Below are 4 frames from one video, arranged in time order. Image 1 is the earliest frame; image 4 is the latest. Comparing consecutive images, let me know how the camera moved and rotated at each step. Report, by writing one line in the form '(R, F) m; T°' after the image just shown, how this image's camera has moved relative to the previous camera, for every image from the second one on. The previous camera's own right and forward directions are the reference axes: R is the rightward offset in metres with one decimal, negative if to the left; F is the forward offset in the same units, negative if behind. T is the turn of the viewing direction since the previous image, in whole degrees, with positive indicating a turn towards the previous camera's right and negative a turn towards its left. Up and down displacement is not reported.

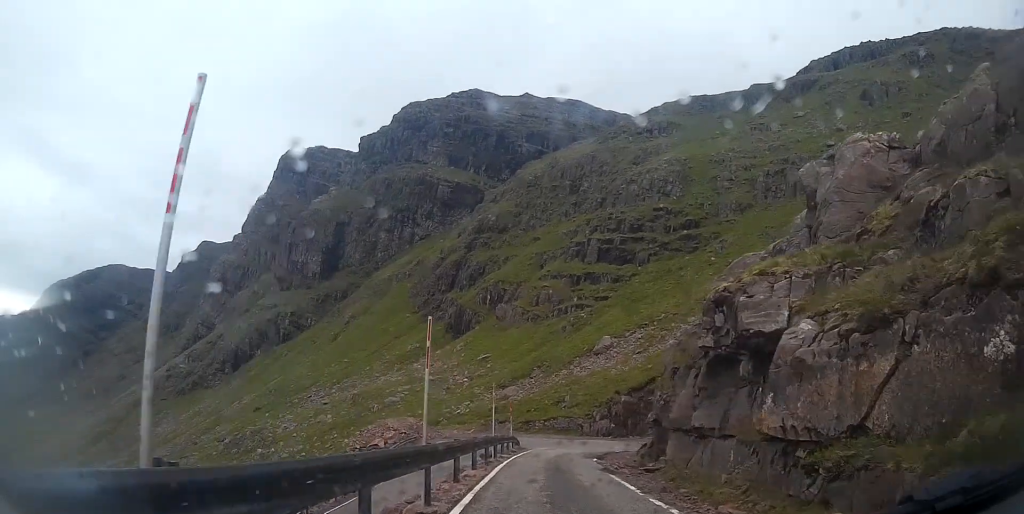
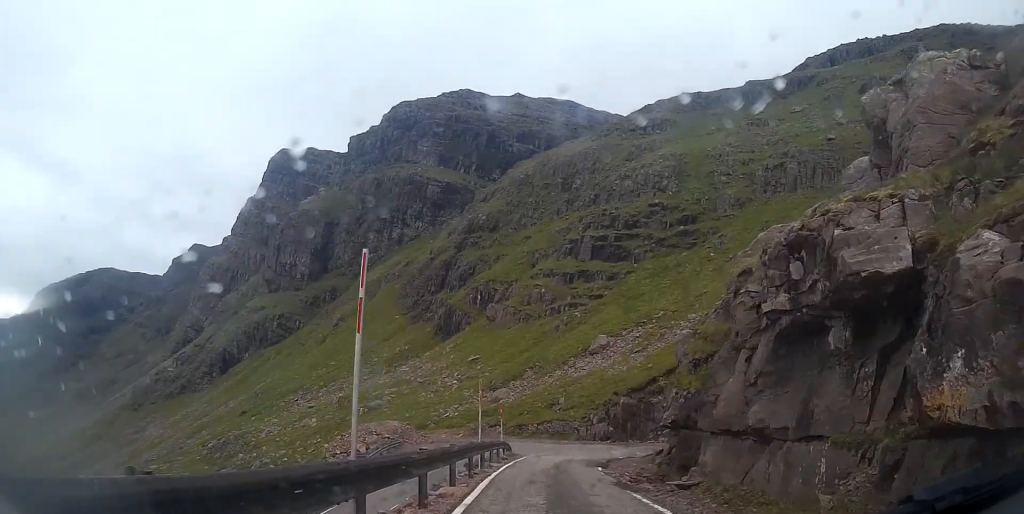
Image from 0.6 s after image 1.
(+0.1, +3.3) m; +2°
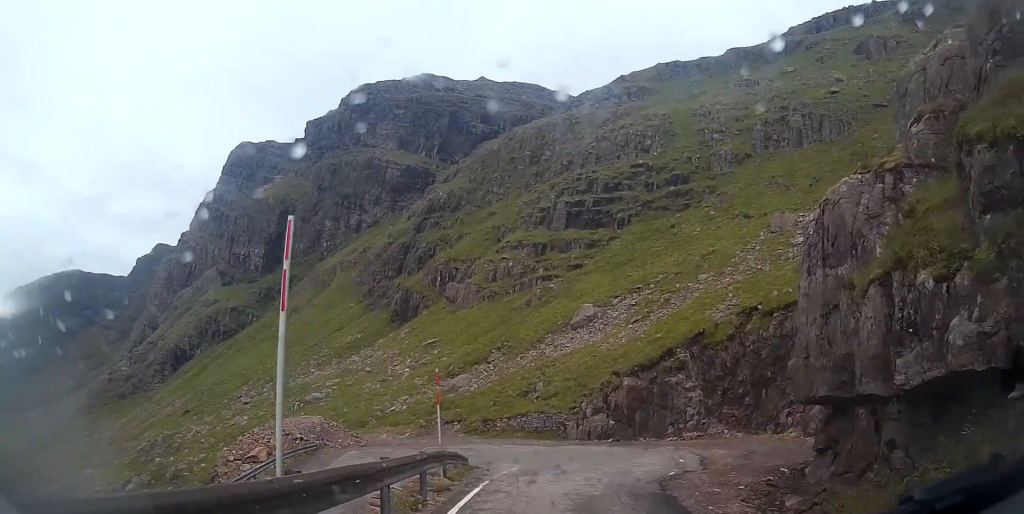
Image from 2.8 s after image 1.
(+0.6, +13.4) m; +4°
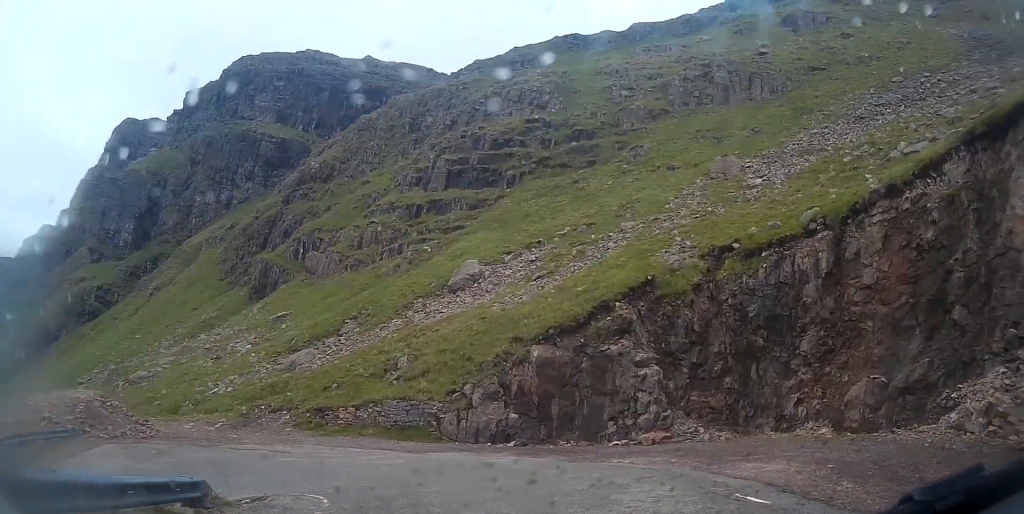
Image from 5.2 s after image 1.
(+0.7, +13.8) m; +8°
